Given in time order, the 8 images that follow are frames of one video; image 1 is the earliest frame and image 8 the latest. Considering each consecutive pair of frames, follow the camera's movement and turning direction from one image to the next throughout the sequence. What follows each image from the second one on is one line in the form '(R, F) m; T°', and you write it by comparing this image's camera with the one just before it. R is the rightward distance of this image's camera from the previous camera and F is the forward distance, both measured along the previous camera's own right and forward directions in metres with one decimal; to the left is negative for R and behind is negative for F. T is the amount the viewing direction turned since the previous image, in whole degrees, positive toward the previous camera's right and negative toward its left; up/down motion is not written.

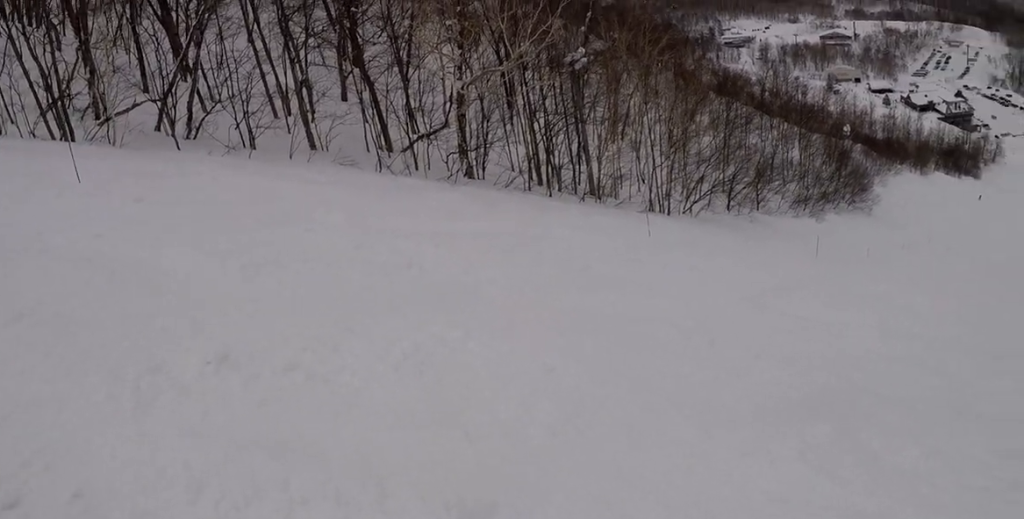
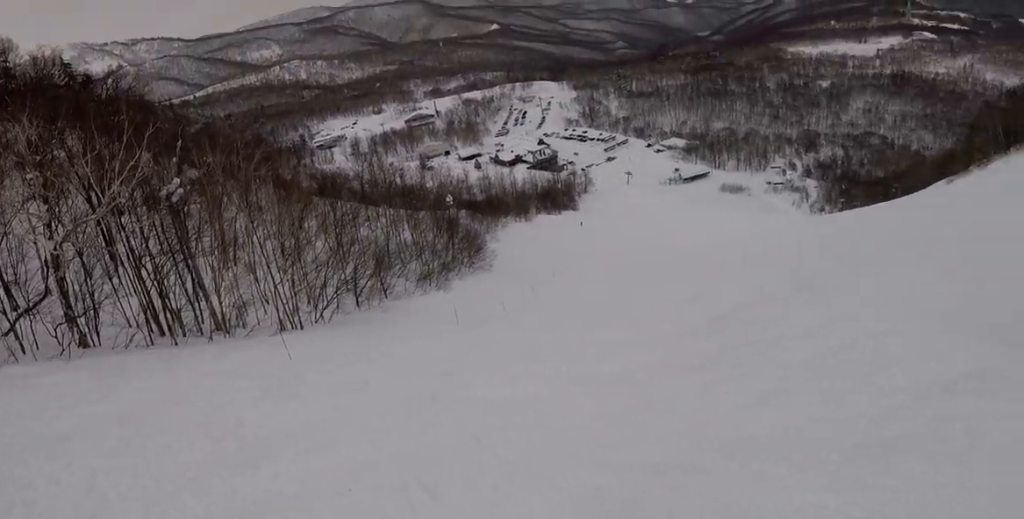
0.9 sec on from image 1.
(+1.1, +2.6) m; +39°
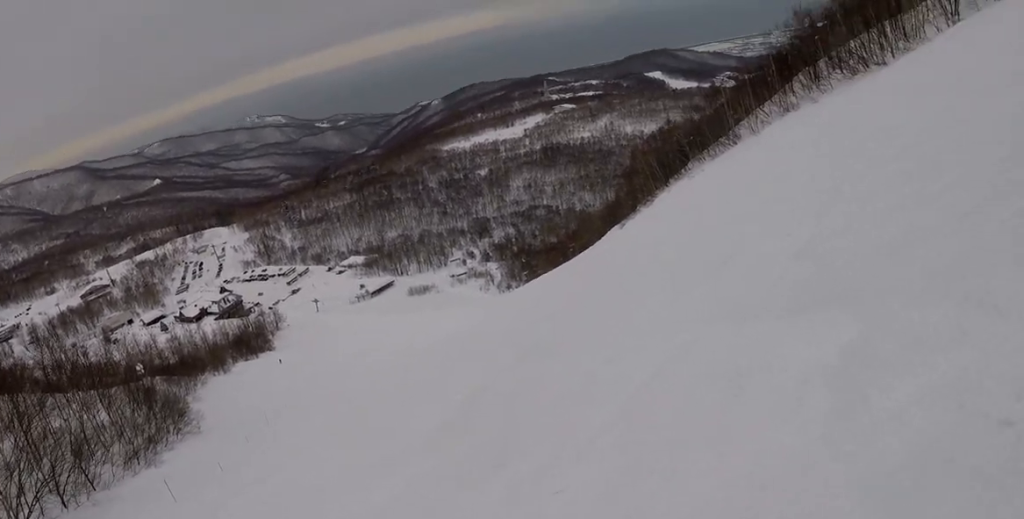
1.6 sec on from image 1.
(+0.6, +2.3) m; +21°
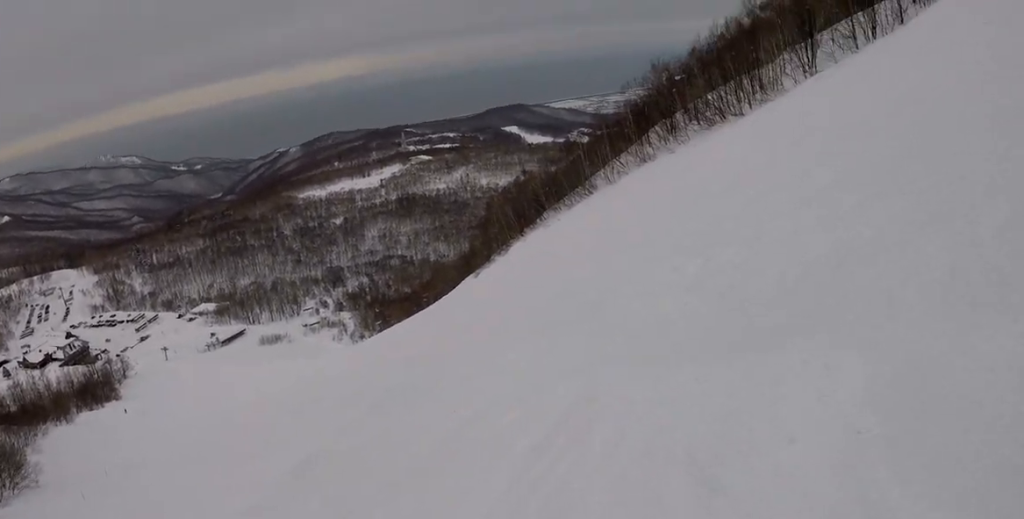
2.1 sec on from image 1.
(+0.2, +1.7) m; +12°
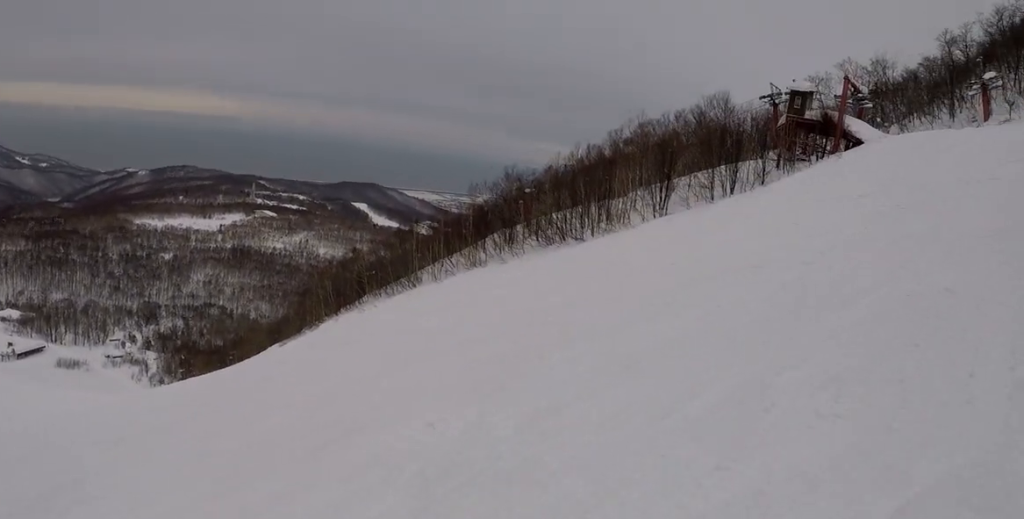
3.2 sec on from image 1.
(+0.7, +4.9) m; +15°
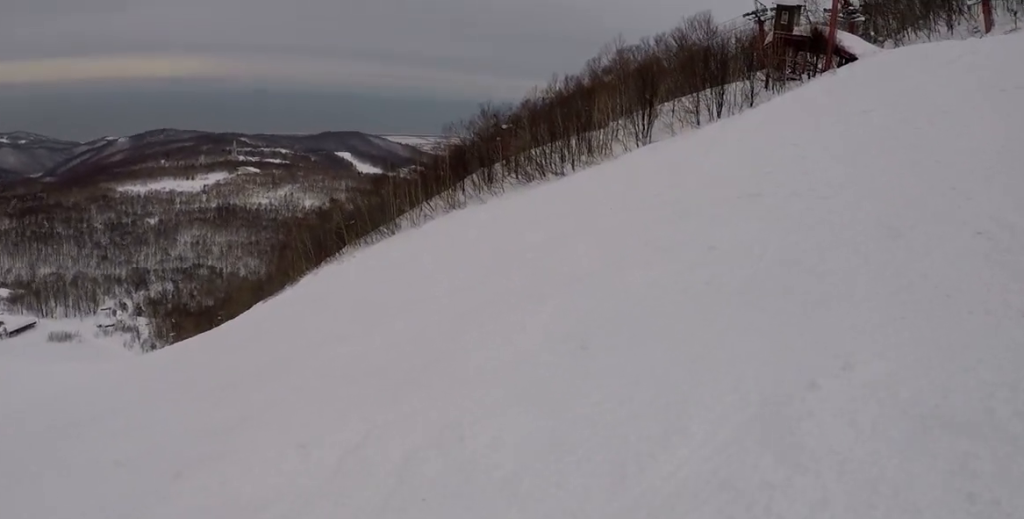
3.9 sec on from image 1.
(+0.3, +3.2) m; +6°
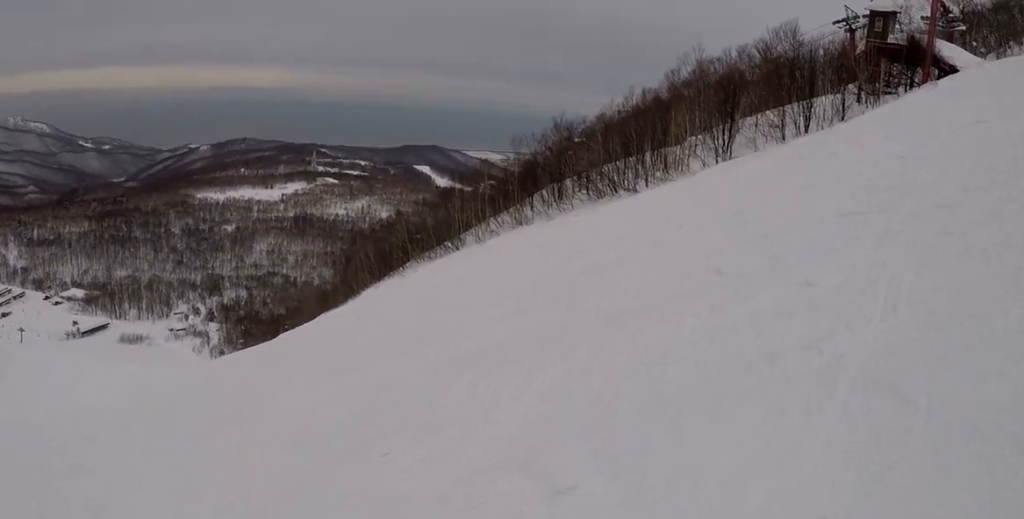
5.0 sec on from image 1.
(+0.2, +4.3) m; -24°
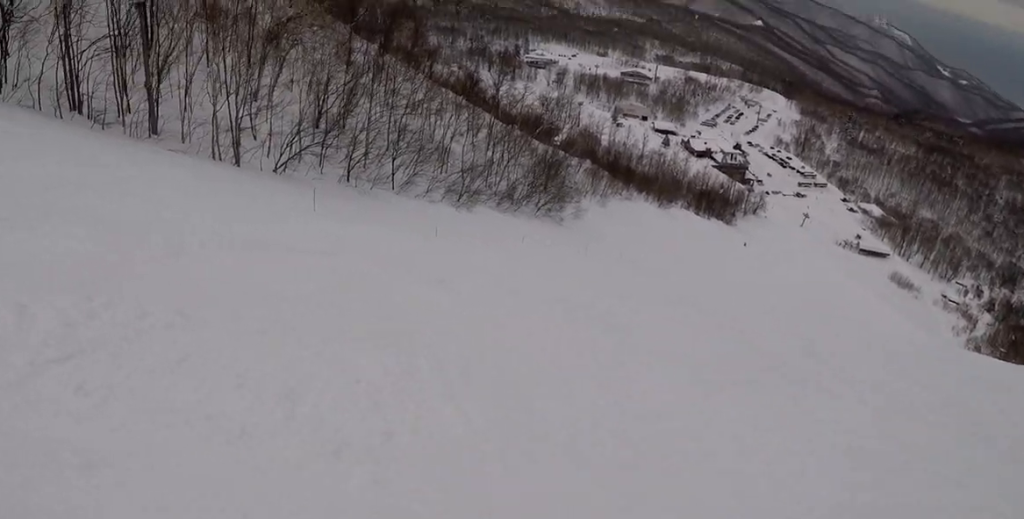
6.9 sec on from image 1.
(-4.9, +3.1) m; -93°
